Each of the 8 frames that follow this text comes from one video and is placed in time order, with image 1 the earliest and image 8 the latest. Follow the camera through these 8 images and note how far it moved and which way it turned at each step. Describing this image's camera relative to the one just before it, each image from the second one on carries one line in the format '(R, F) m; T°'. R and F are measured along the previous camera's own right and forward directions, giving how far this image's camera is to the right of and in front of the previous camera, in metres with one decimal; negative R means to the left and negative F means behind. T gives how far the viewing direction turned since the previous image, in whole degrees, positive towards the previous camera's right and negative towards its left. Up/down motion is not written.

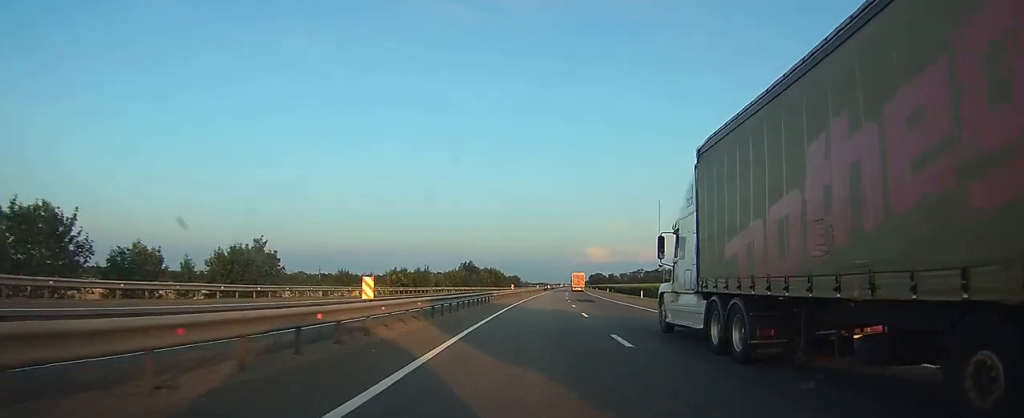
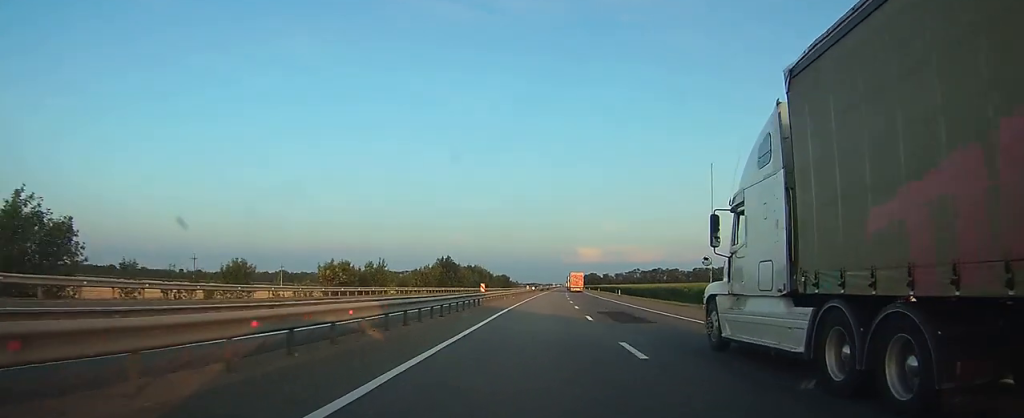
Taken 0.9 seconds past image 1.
(+0.1, +25.9) m; 0°
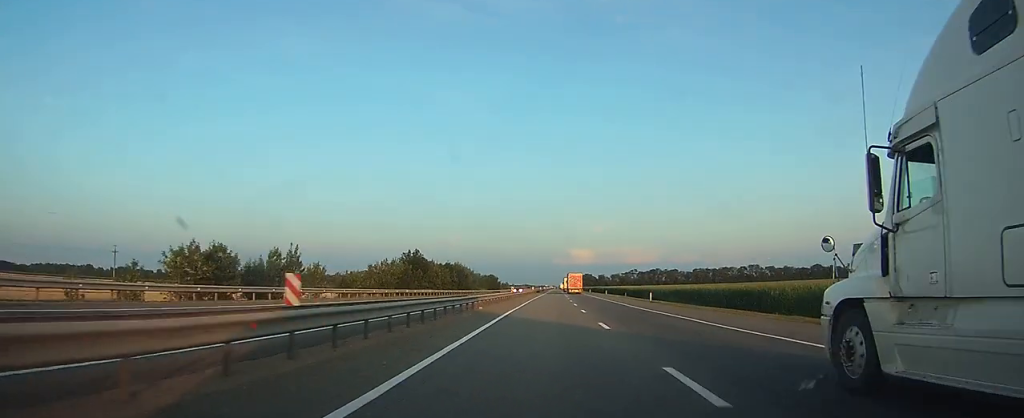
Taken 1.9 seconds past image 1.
(+0.1, +27.9) m; 0°
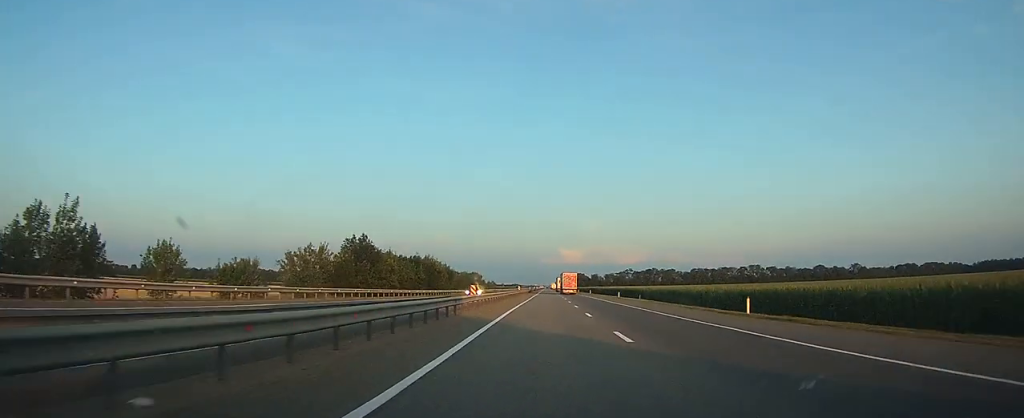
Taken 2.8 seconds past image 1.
(+0.1, +27.9) m; +1°
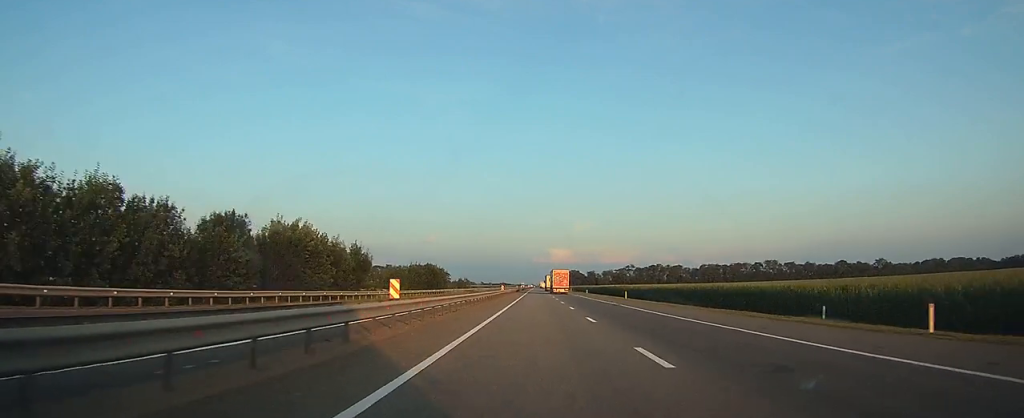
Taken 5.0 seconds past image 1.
(+1.5, +63.9) m; +3°
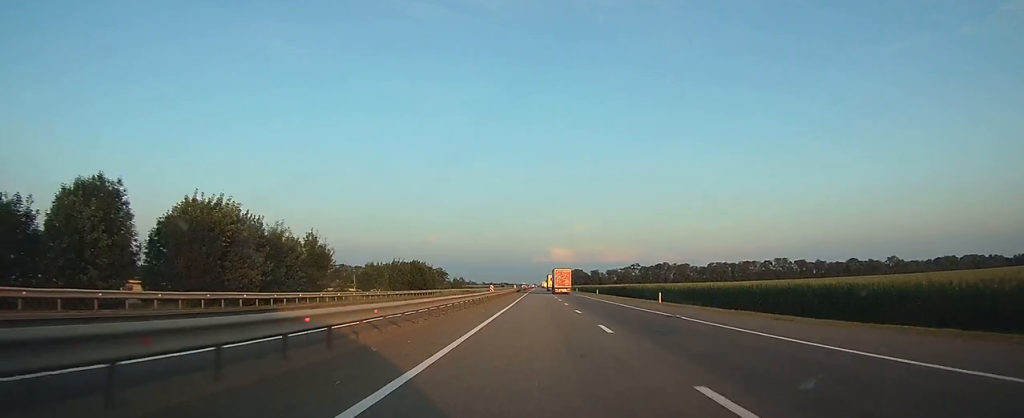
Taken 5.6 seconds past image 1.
(0.0, +16.6) m; 0°
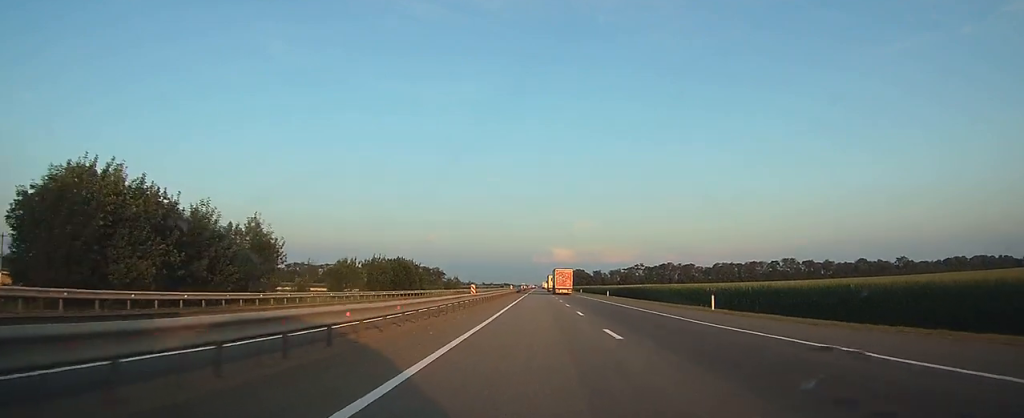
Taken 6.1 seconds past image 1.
(0.0, +13.7) m; 0°
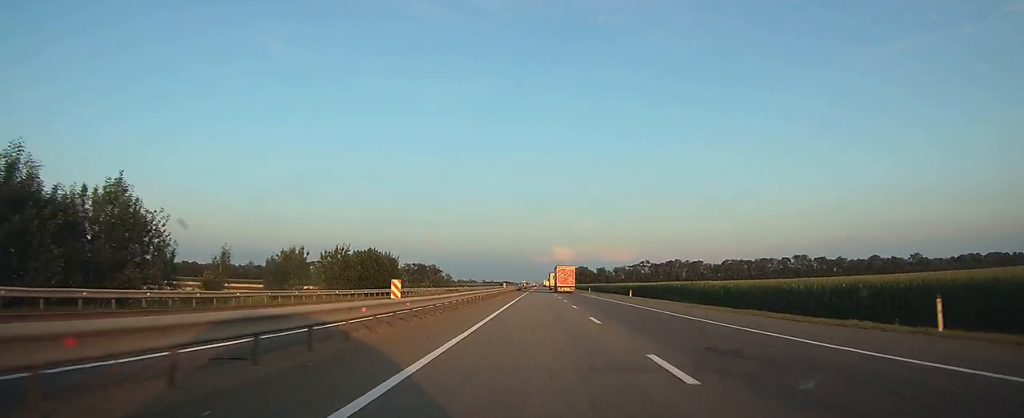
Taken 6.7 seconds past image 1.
(0.0, +18.7) m; 0°
